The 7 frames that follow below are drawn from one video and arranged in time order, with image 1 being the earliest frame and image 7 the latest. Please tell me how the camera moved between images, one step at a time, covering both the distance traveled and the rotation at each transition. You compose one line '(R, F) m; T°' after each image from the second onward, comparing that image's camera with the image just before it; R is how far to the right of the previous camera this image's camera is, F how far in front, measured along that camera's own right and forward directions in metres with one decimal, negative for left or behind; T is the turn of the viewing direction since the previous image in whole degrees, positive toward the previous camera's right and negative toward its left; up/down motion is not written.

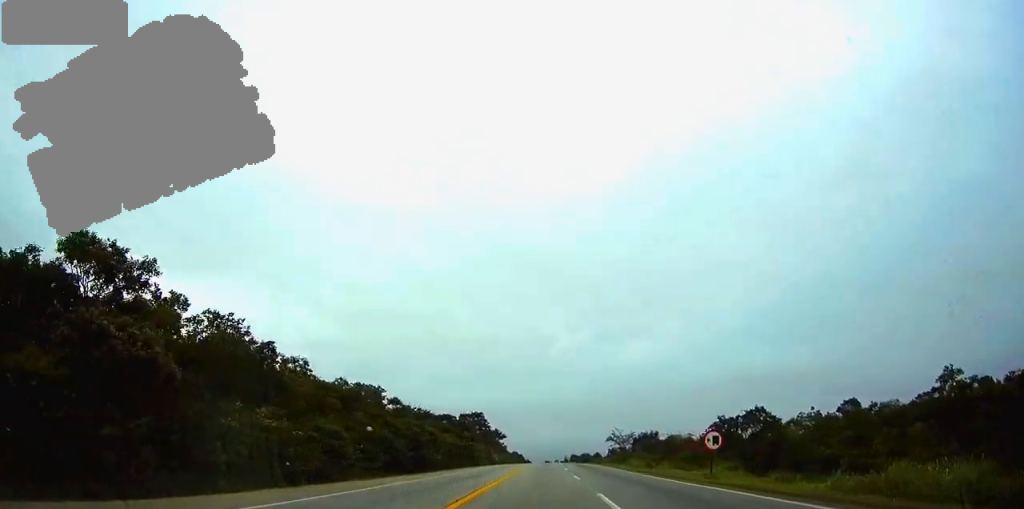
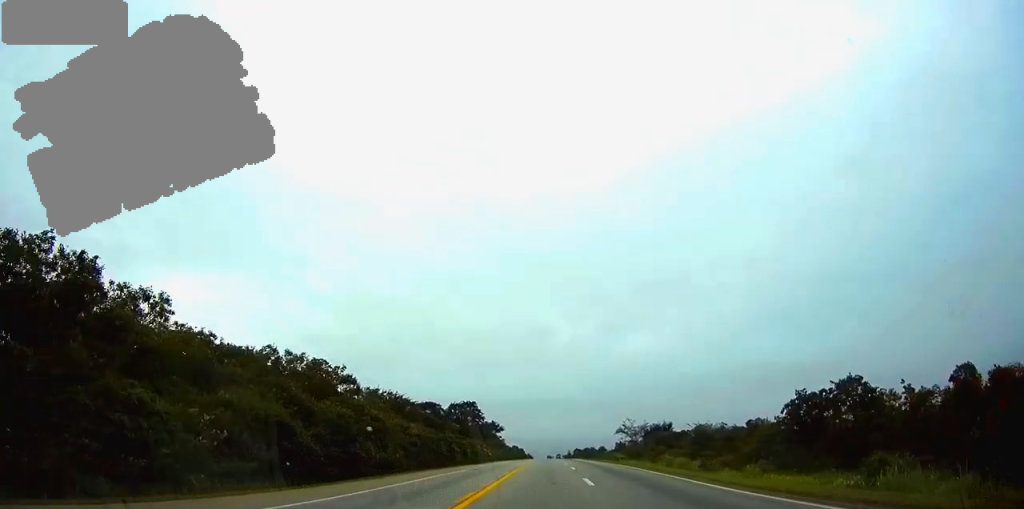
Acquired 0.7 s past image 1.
(0.0, +23.3) m; 0°
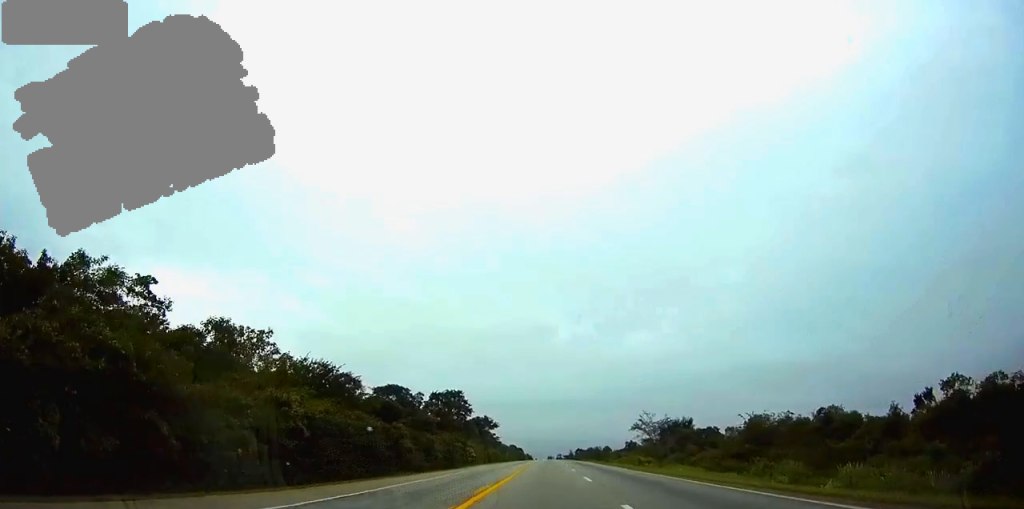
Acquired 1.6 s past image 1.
(0.0, +30.1) m; 0°
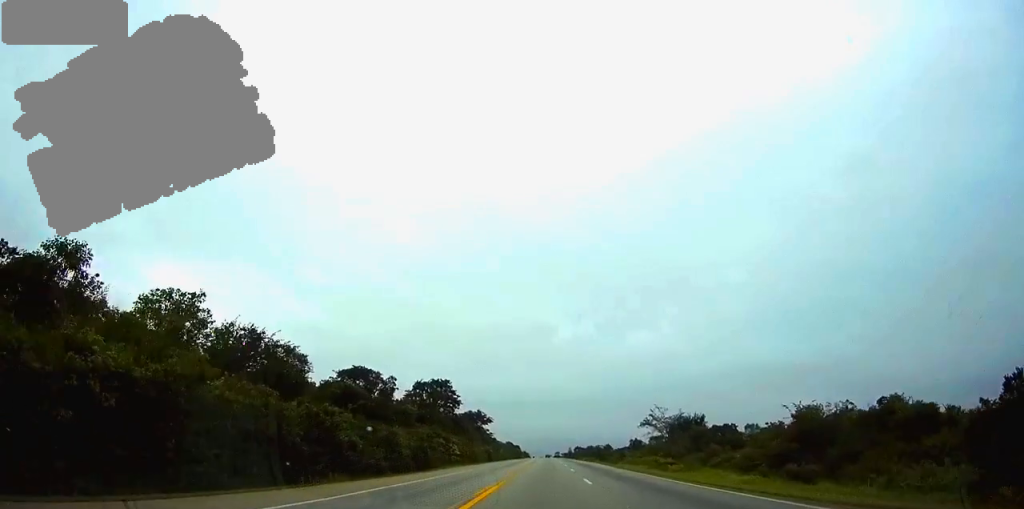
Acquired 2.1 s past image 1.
(0.0, +16.7) m; 0°
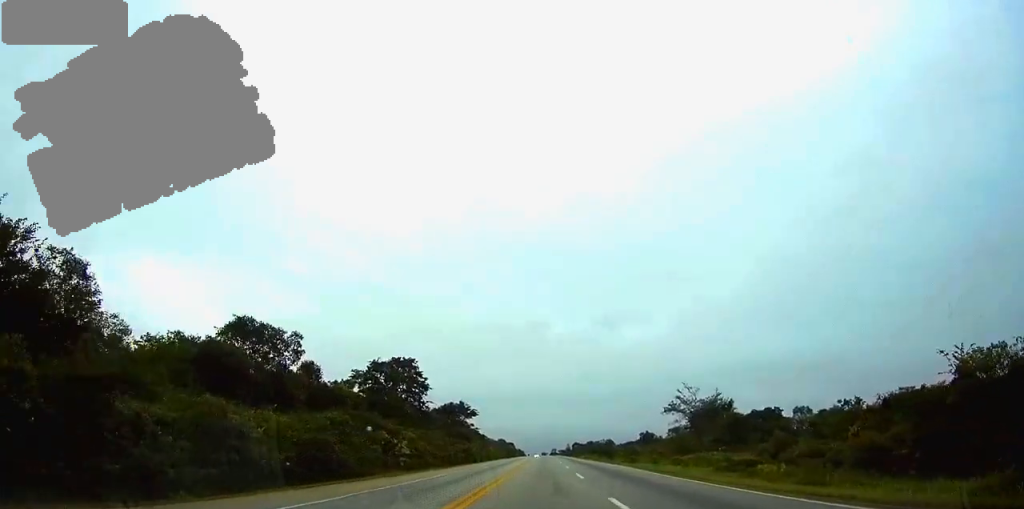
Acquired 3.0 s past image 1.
(0.0, +30.2) m; 0°
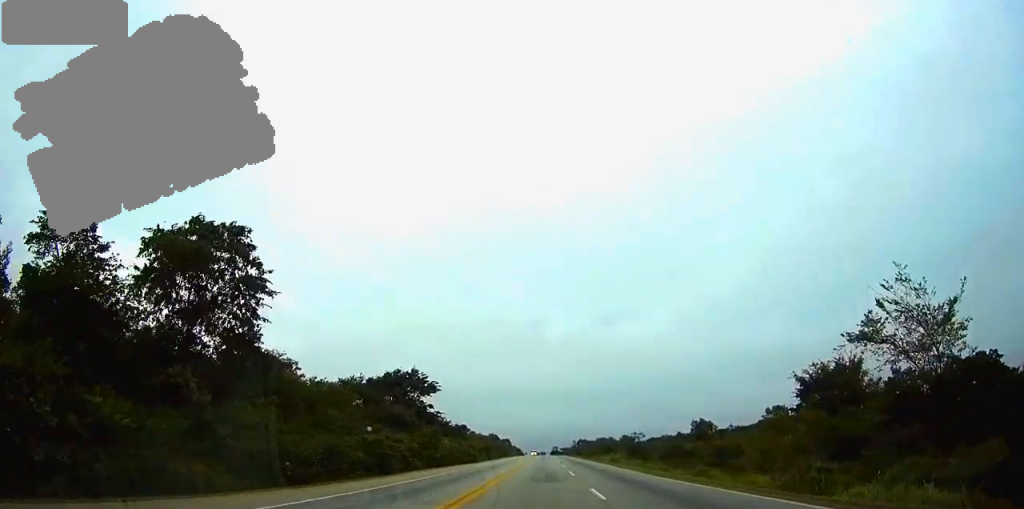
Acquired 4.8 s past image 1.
(+0.2, +59.5) m; 0°
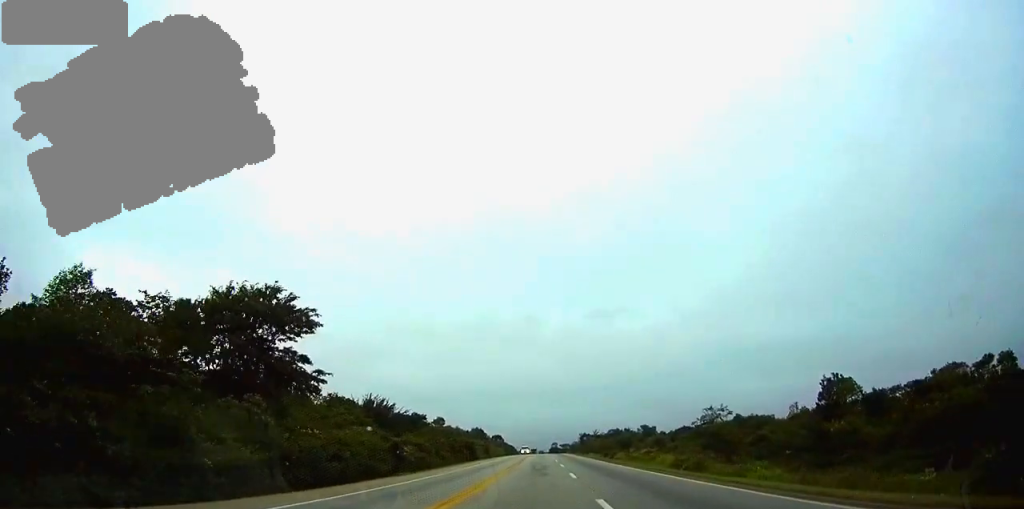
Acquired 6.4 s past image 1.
(+0.1, +56.5) m; 0°
